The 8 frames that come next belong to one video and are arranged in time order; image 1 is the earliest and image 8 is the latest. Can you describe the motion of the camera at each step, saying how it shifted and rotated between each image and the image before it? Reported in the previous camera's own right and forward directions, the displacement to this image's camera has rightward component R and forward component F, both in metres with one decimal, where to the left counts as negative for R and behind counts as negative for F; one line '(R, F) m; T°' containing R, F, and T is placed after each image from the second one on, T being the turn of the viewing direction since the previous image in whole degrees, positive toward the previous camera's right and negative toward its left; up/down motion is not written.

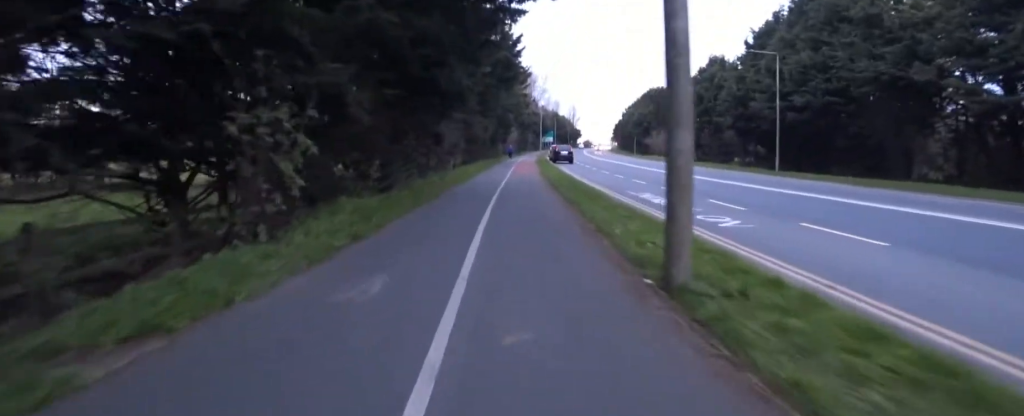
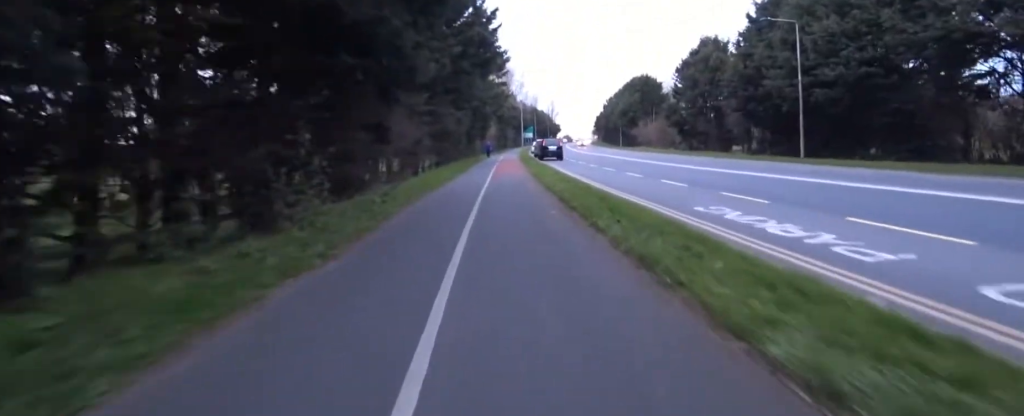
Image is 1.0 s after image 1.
(+0.2, +6.7) m; 0°
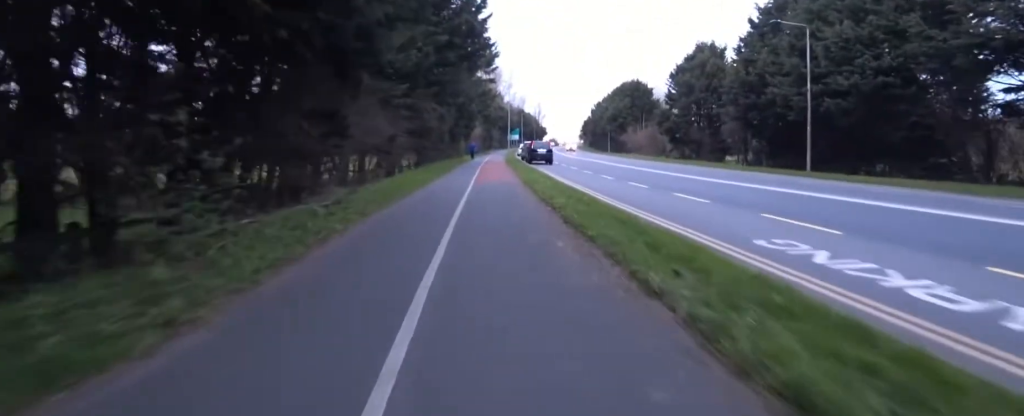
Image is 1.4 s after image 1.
(0.0, +2.9) m; 0°
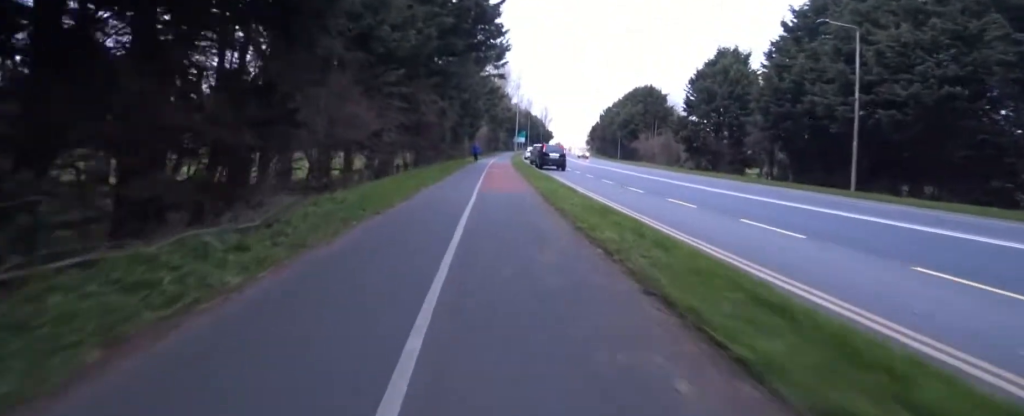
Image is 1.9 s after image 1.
(-0.2, +3.3) m; +1°
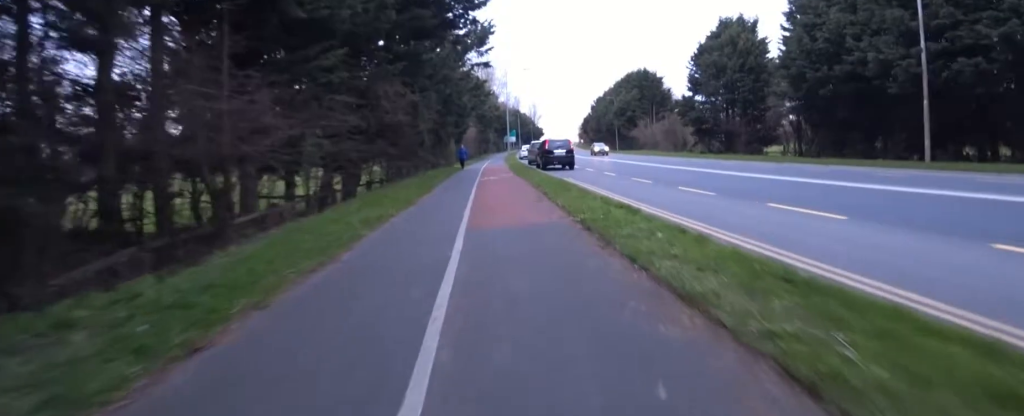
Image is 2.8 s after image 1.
(+0.2, +5.5) m; +3°
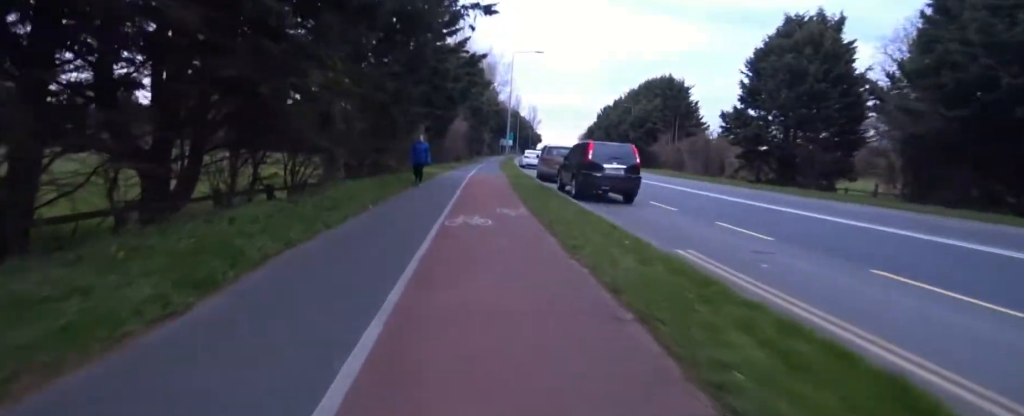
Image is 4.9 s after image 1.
(+0.3, +11.9) m; -2°
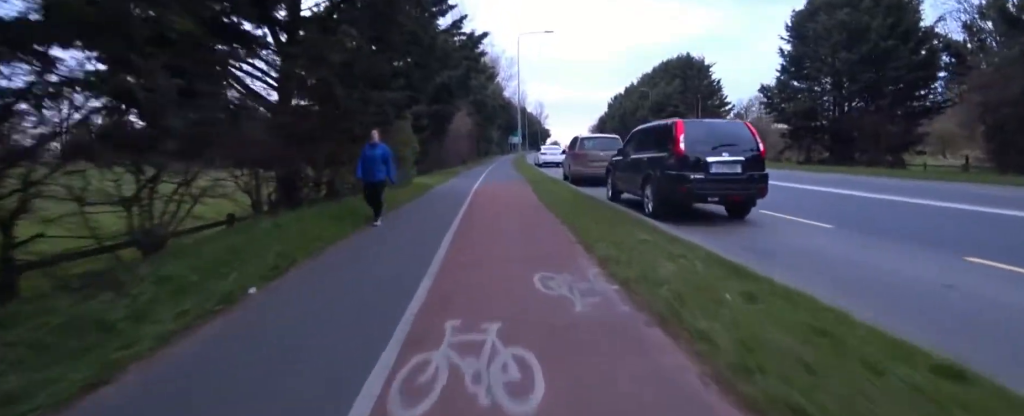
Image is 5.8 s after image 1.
(-0.3, +5.0) m; -2°
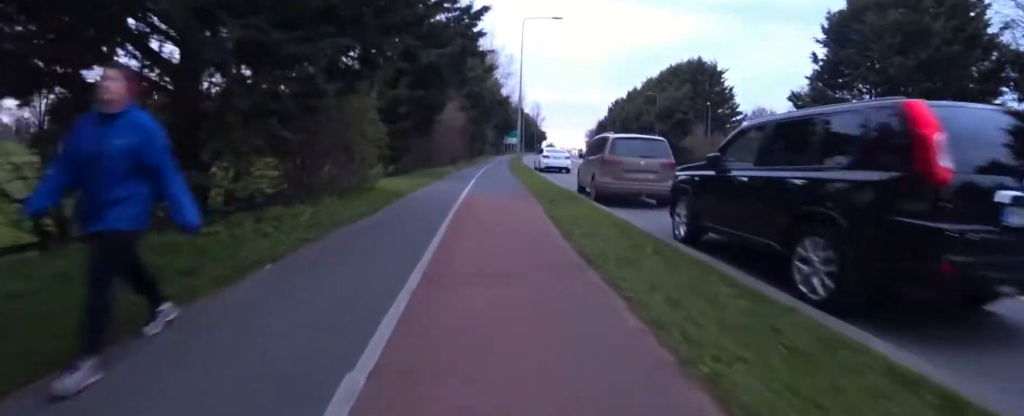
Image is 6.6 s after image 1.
(0.0, +4.1) m; 0°
